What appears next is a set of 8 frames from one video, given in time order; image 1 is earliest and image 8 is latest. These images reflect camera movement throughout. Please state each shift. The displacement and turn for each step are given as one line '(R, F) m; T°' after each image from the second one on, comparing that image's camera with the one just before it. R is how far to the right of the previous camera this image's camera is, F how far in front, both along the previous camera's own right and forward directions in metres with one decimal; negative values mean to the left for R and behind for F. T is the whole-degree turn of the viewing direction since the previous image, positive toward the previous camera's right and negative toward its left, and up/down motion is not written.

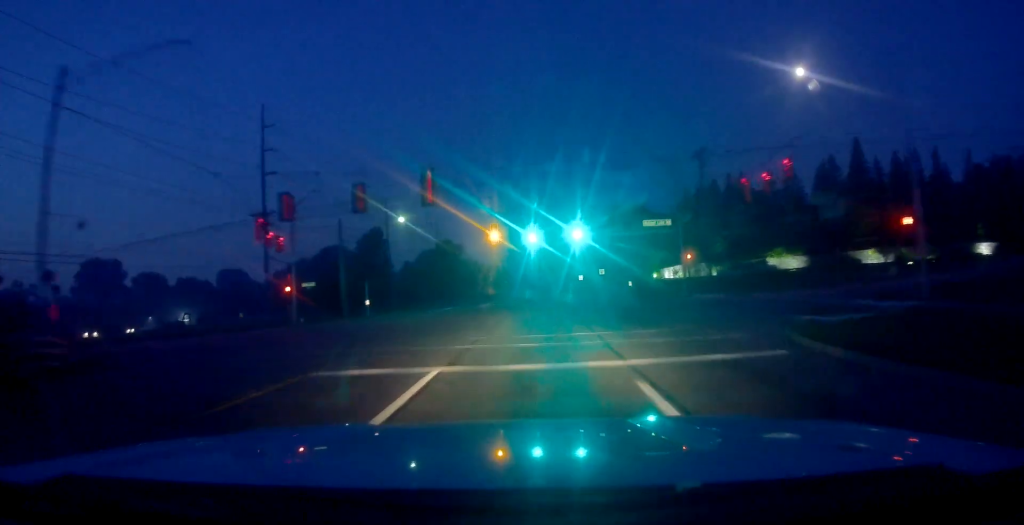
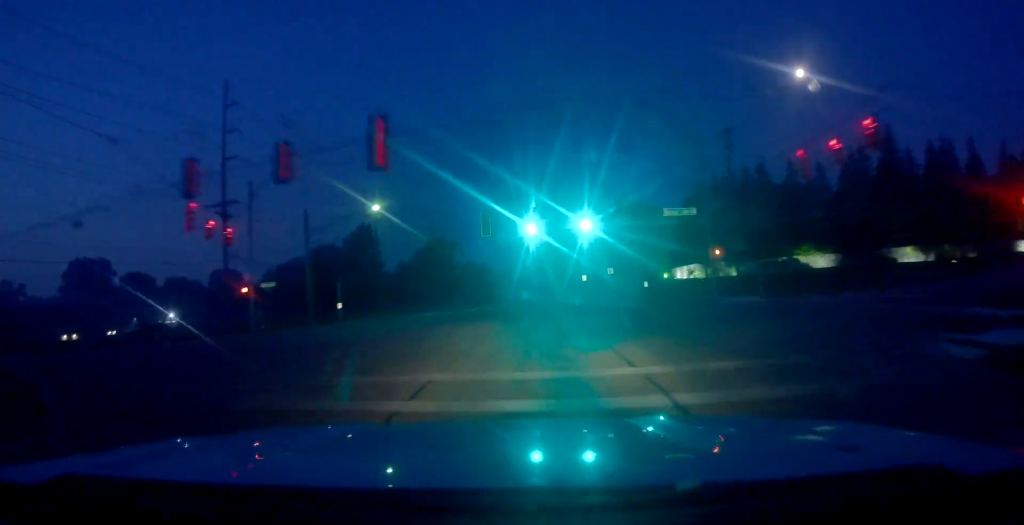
(-0.1, +8.1) m; 0°
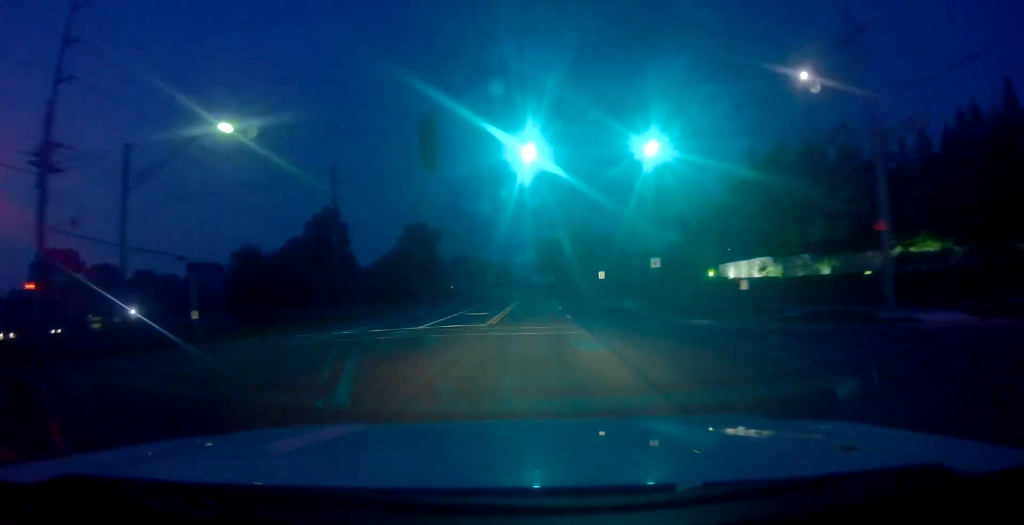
(+0.2, +22.0) m; 0°
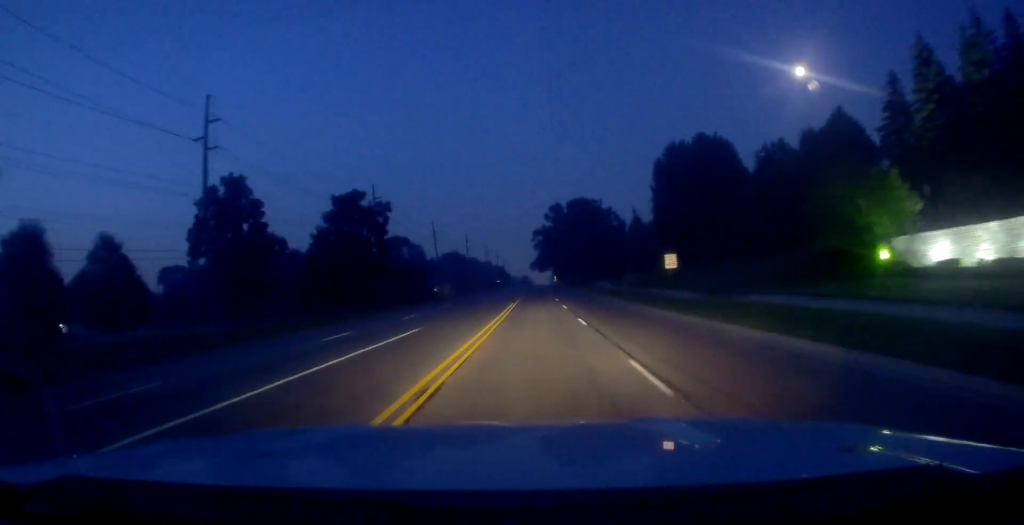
(+0.3, +33.9) m; +1°
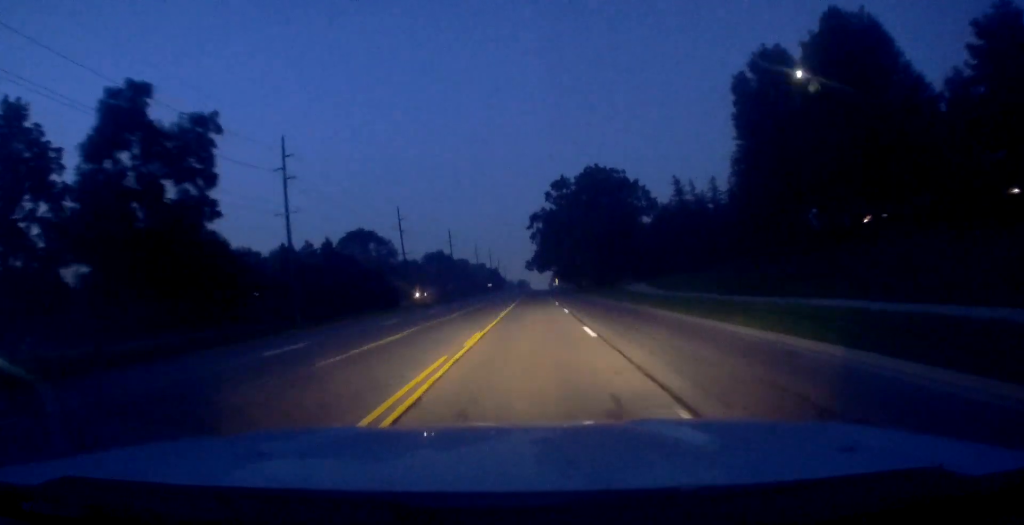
(-0.5, +35.4) m; -1°
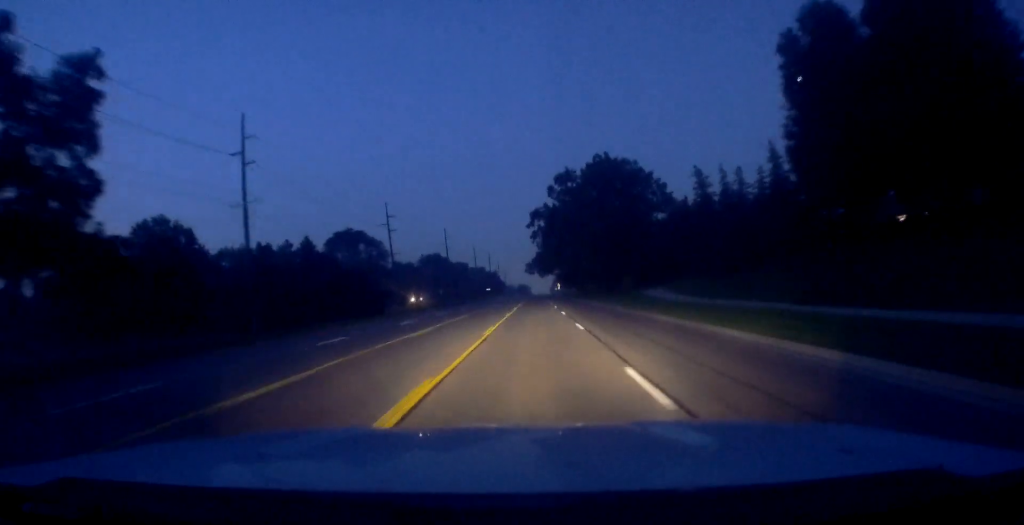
(+0.2, +9.9) m; 0°
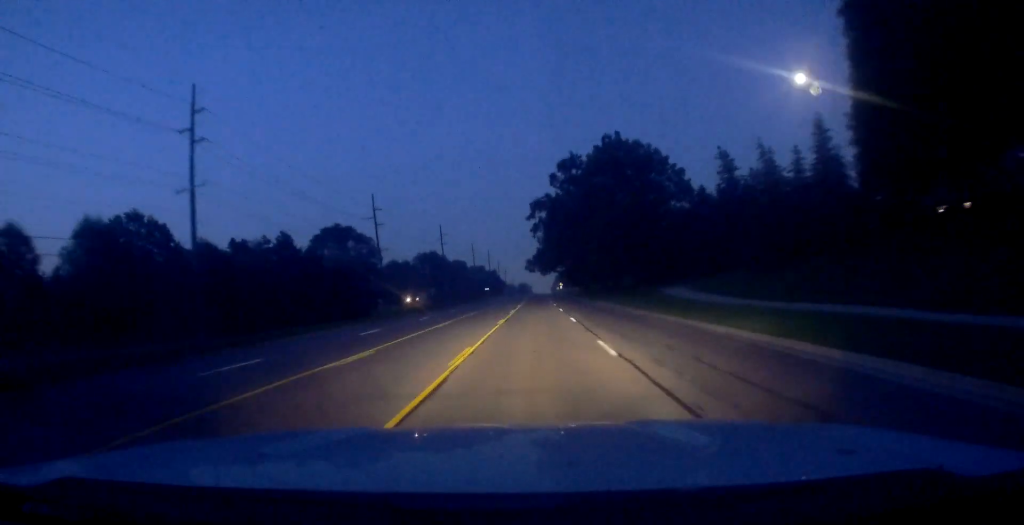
(-0.1, +9.1) m; 0°
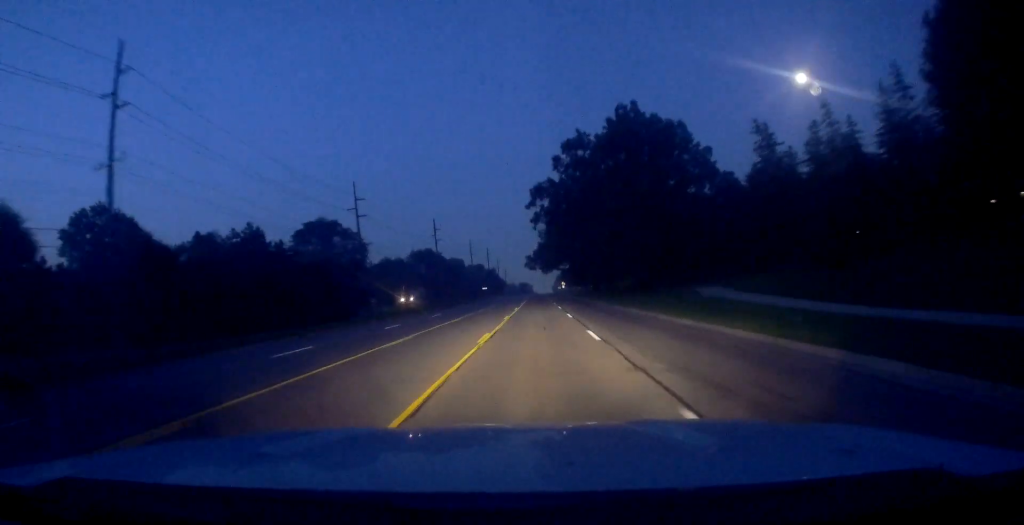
(-0.3, +10.3) m; +1°
